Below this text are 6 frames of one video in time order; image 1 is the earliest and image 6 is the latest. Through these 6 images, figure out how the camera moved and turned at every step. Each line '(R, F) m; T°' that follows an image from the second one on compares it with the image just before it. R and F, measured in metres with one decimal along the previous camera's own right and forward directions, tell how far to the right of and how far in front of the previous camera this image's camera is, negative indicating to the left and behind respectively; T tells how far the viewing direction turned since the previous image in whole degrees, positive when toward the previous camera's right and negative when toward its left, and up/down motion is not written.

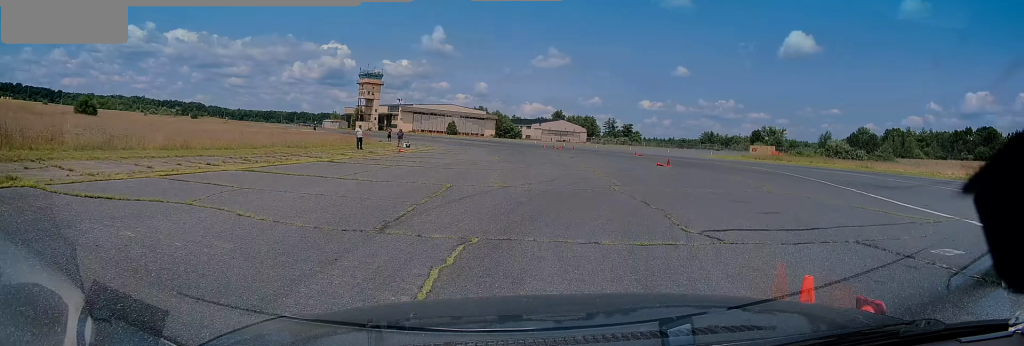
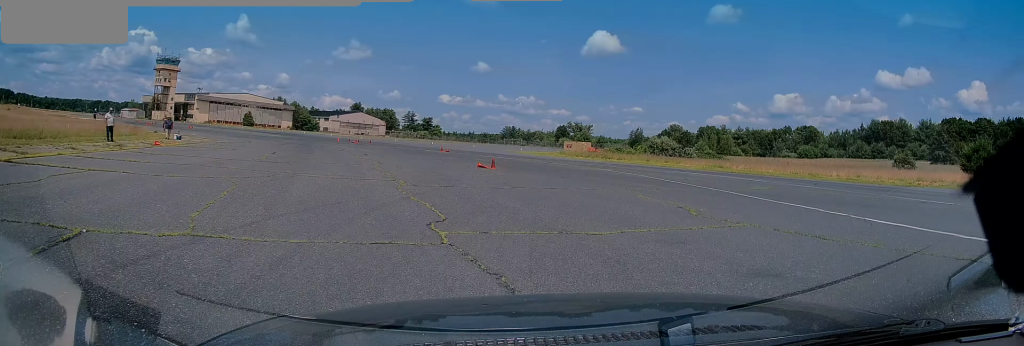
(+0.9, +8.5) m; +7°
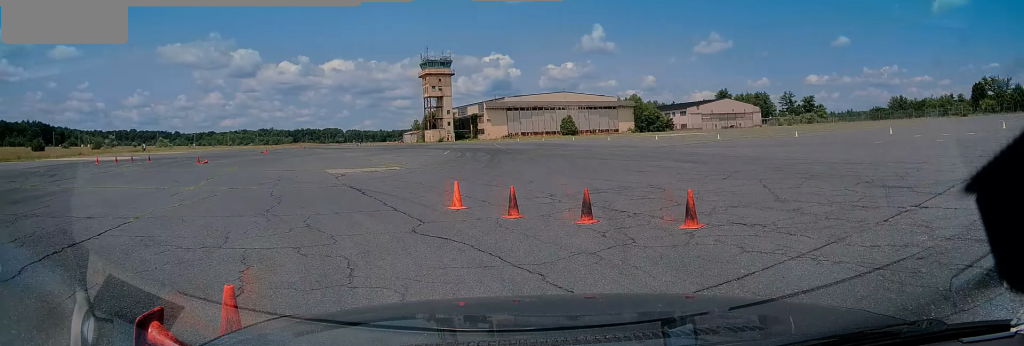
(-4.6, +67.3) m; -29°
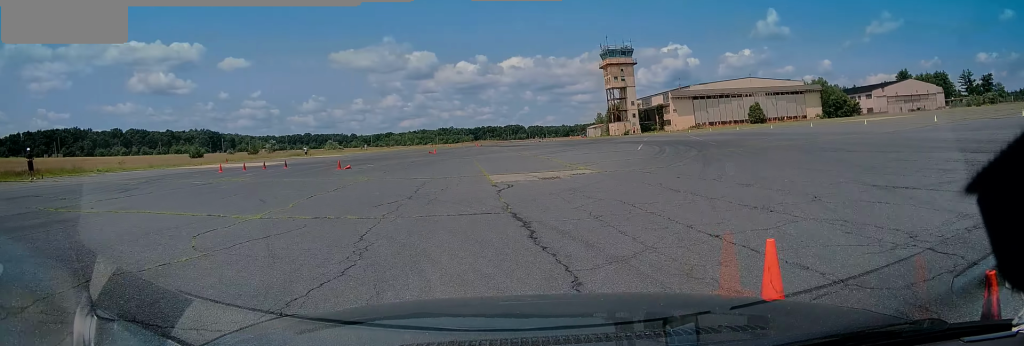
(-1.2, +6.8) m; -9°
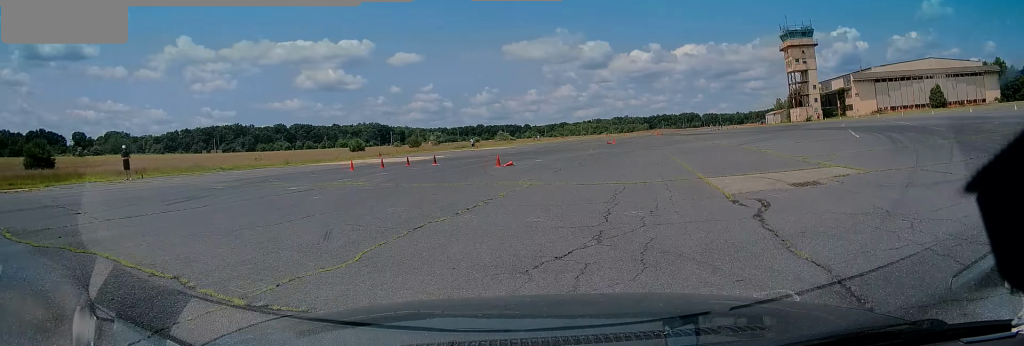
(-0.1, +6.9) m; -9°
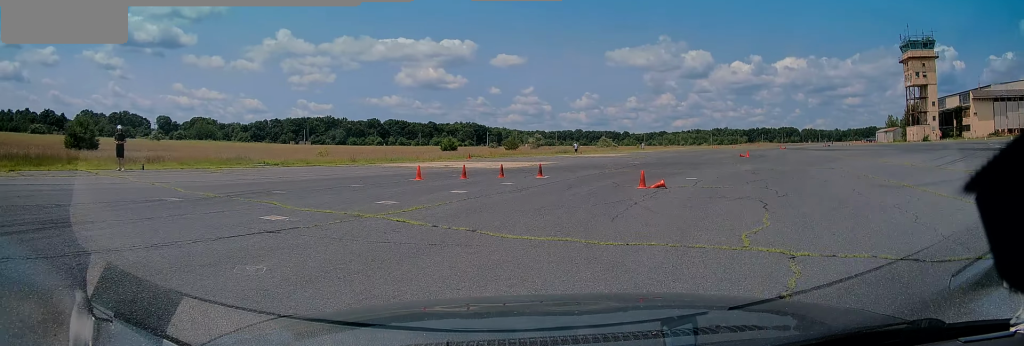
(-1.3, +8.3) m; -6°
